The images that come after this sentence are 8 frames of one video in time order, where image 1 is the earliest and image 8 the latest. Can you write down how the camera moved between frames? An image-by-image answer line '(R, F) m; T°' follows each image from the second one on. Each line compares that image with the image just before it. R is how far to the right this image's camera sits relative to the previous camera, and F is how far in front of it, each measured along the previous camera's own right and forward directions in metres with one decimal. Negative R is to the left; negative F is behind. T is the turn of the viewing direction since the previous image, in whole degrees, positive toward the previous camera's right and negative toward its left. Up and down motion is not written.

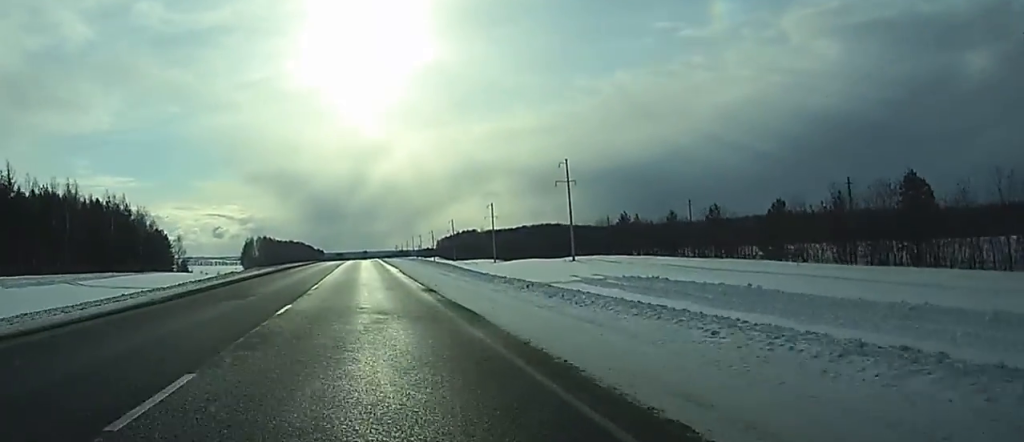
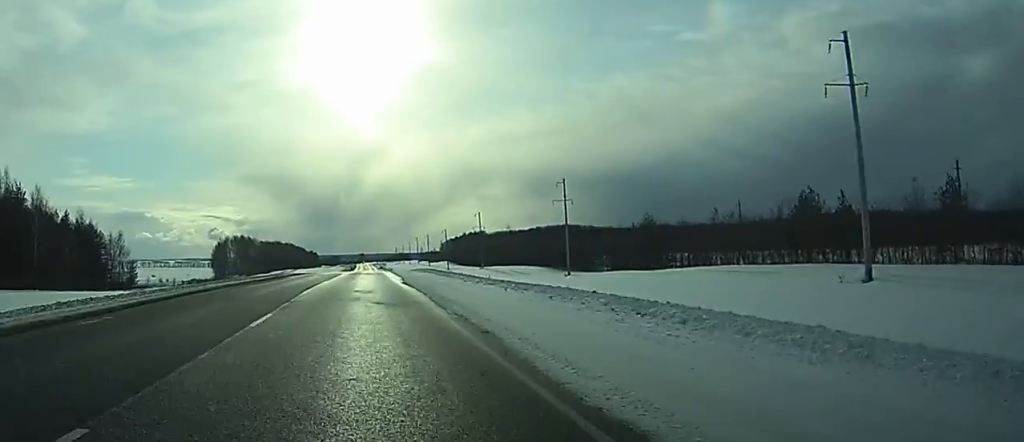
(+0.5, +73.8) m; +1°
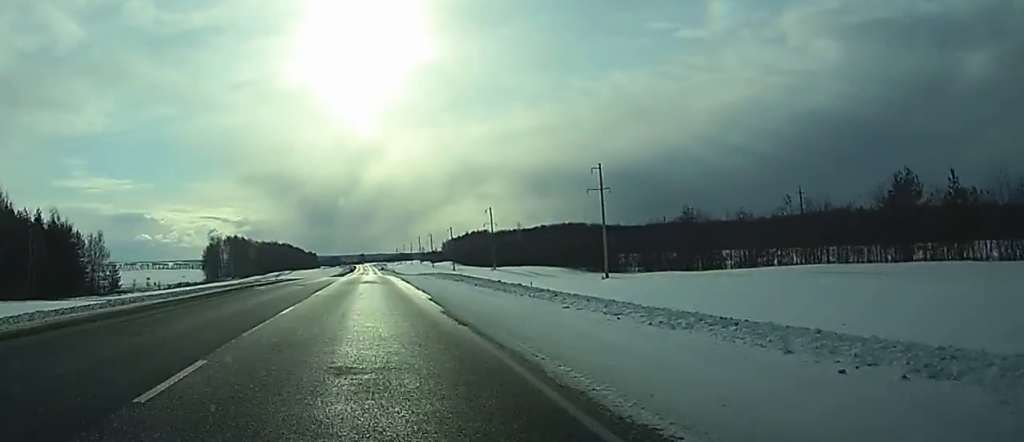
(0.0, +19.4) m; 0°
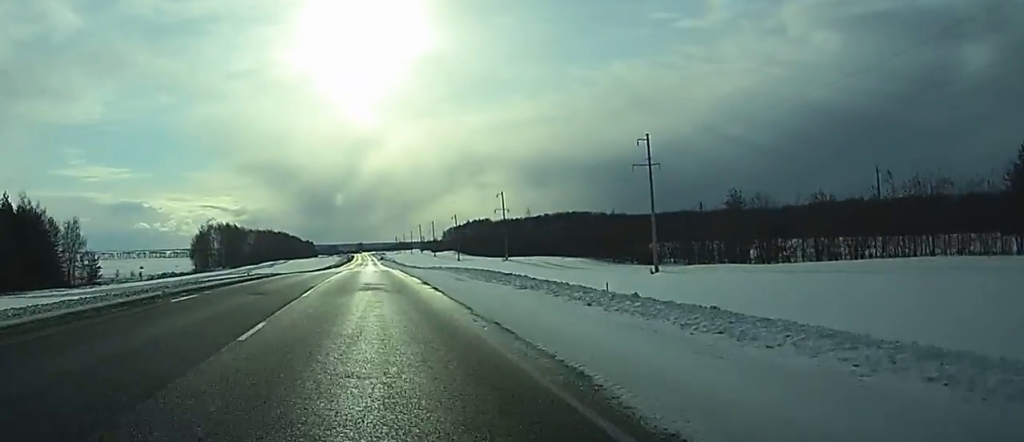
(+0.1, +18.5) m; 0°
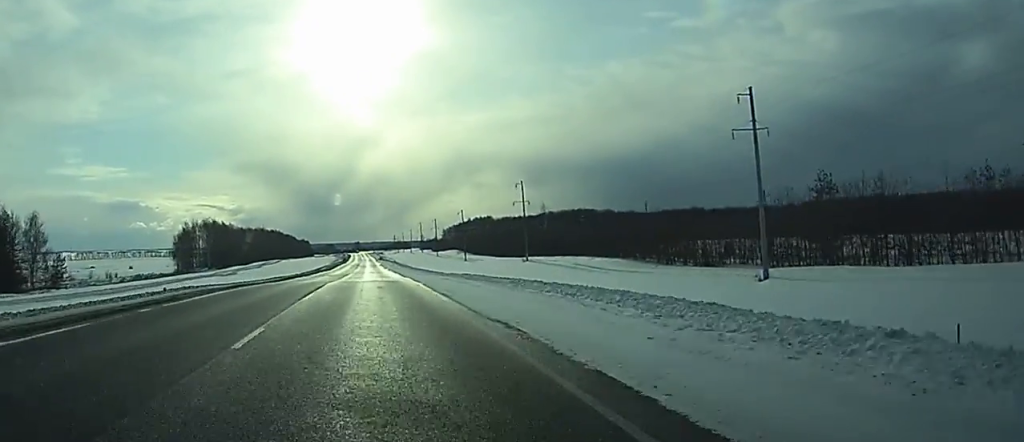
(0.0, +25.1) m; 0°
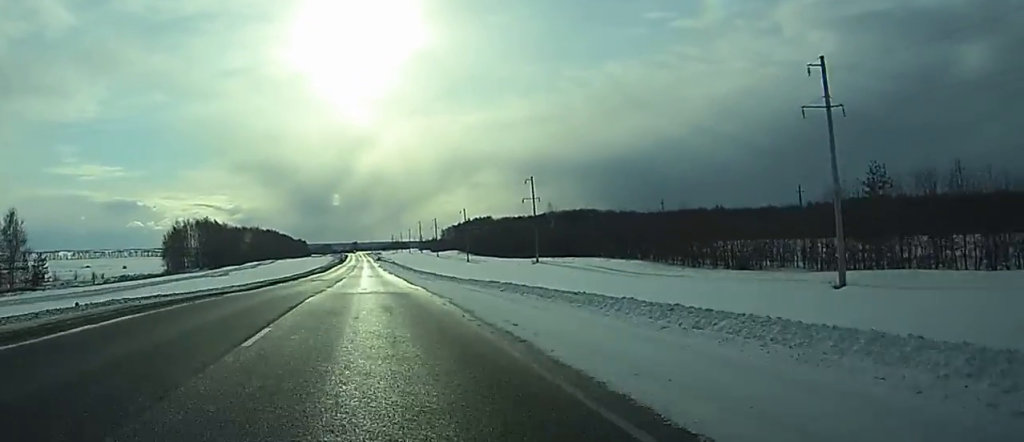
(0.0, +11.2) m; 0°
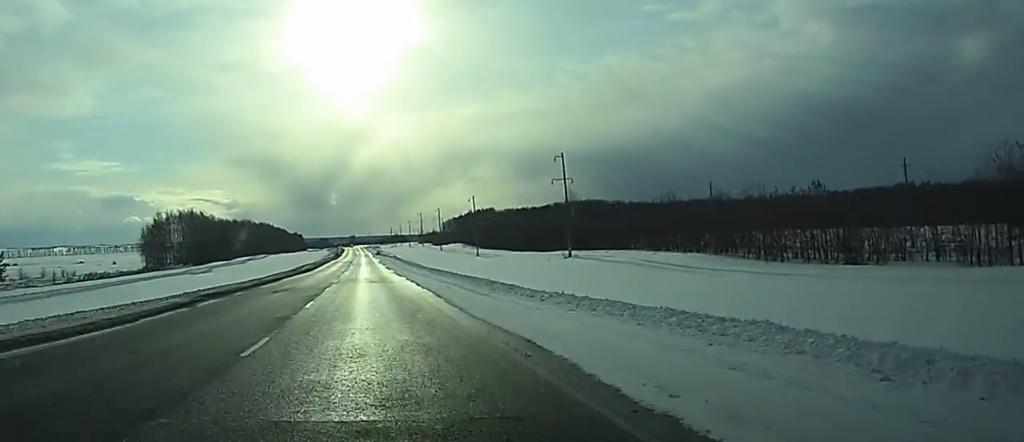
(0.0, +24.2) m; 0°
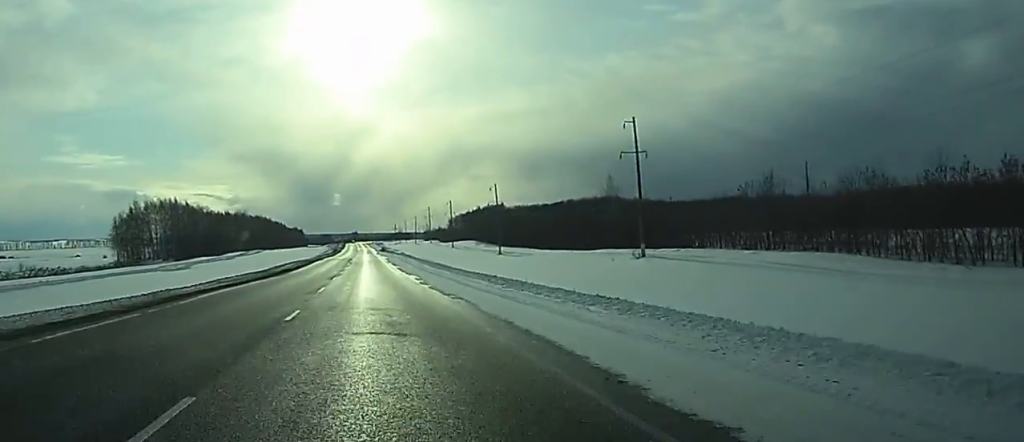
(0.0, +30.7) m; 0°
